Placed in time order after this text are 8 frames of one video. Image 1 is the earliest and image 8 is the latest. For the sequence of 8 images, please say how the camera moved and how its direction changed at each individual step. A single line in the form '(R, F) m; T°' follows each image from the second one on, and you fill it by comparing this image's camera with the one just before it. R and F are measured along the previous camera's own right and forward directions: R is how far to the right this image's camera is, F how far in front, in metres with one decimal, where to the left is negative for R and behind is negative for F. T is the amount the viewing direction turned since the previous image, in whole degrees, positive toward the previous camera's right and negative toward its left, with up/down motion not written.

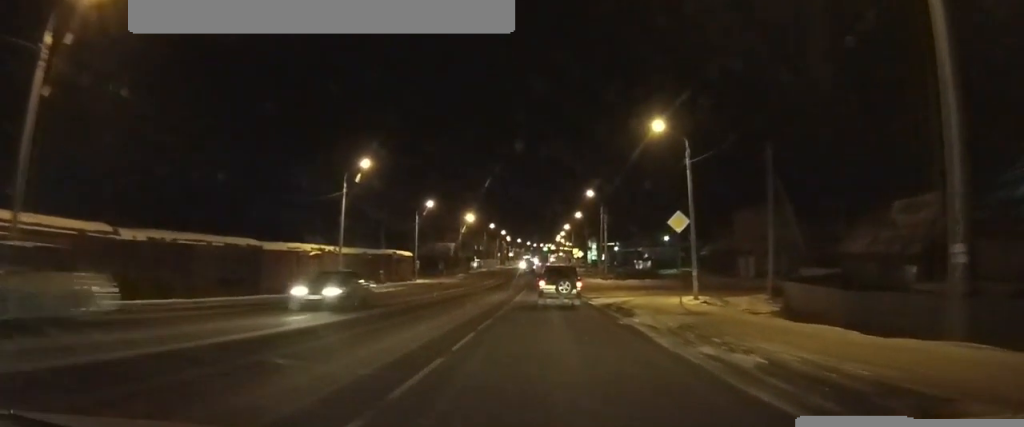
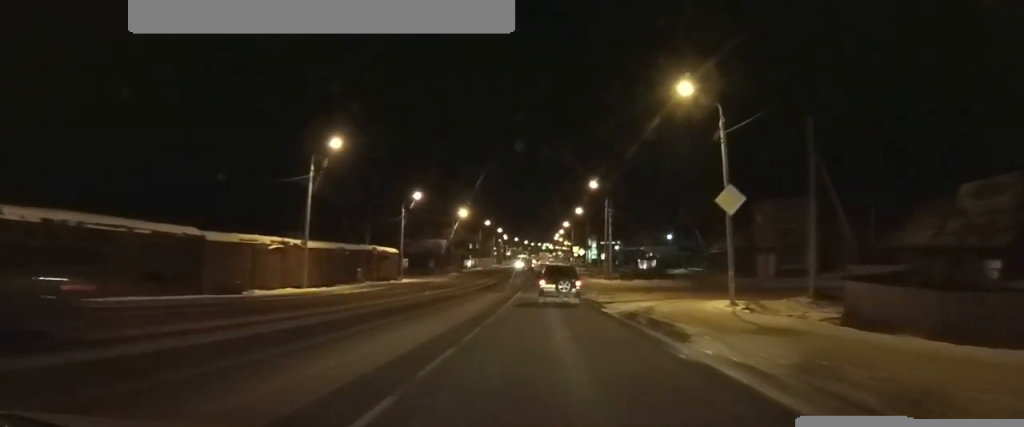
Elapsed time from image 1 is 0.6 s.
(0.0, +6.9) m; 0°
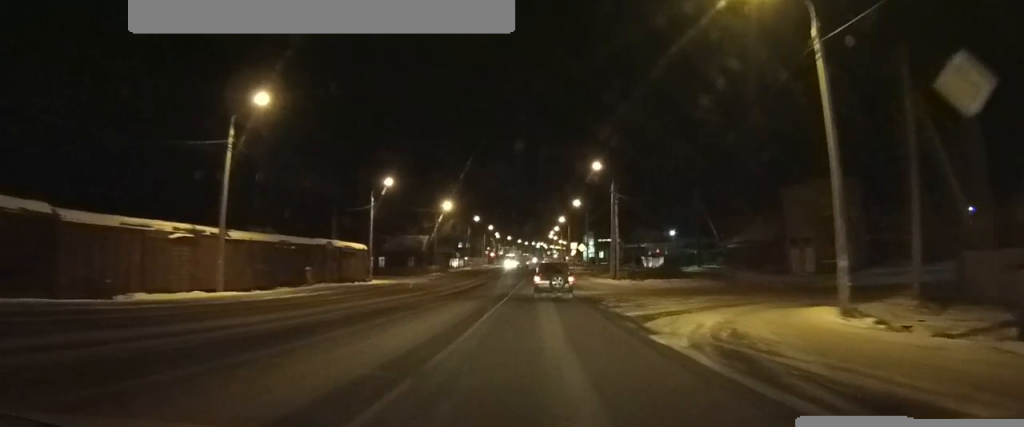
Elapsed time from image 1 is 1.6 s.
(0.0, +10.4) m; 0°
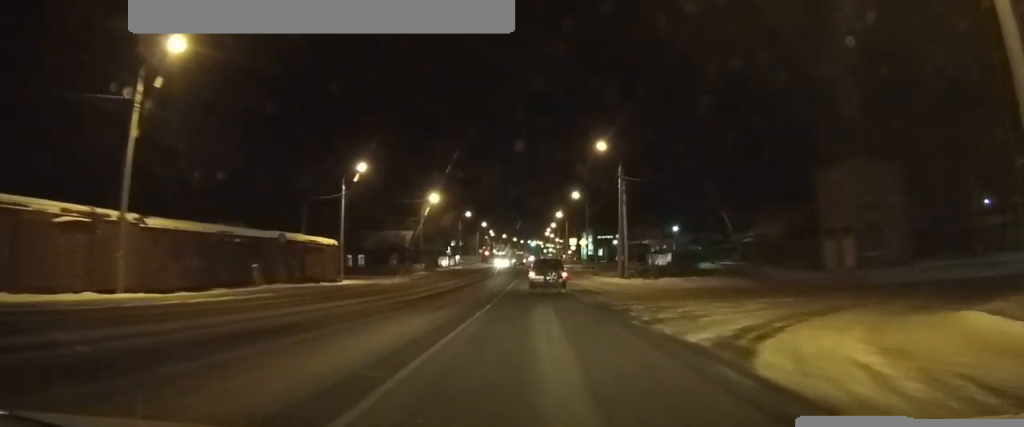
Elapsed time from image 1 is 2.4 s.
(+0.1, +8.3) m; +1°
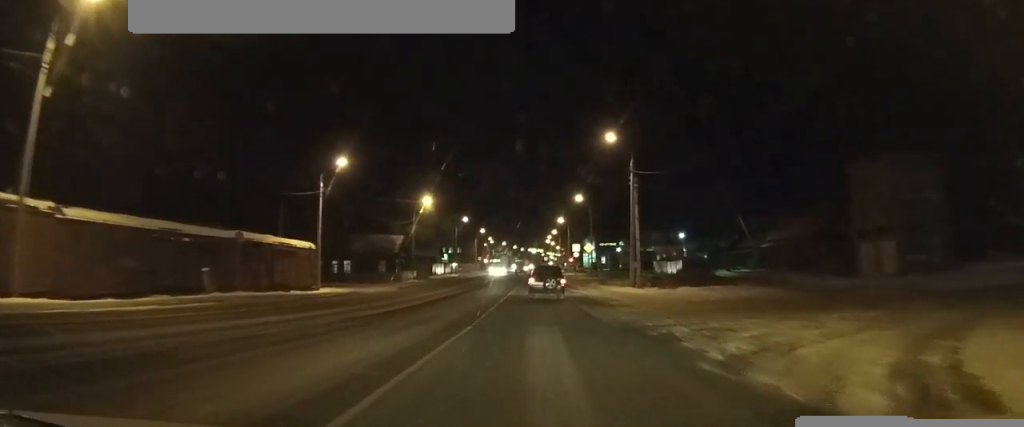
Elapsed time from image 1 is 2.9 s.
(0.0, +6.3) m; 0°
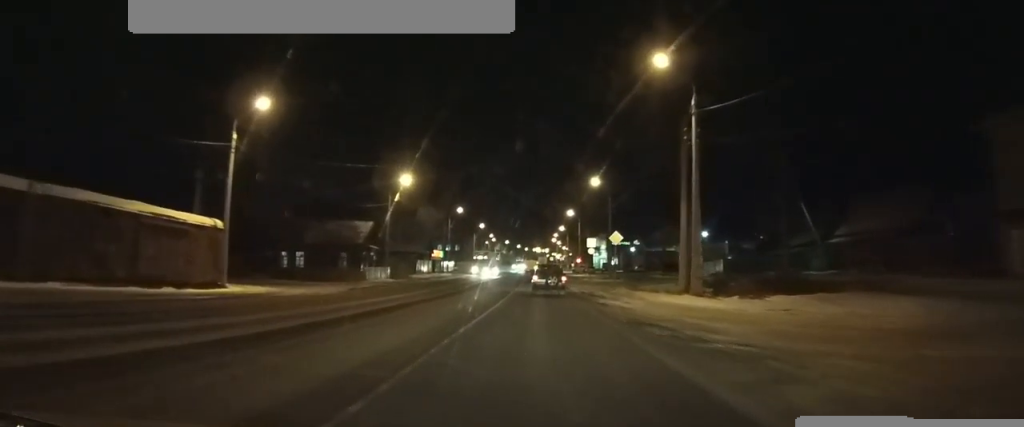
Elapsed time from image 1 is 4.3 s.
(+0.1, +17.6) m; 0°
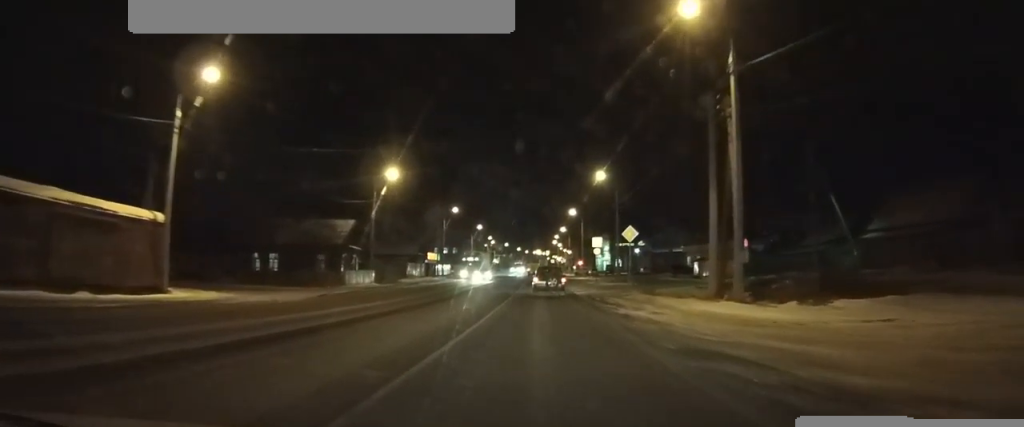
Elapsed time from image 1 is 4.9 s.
(0.0, +6.2) m; 0°
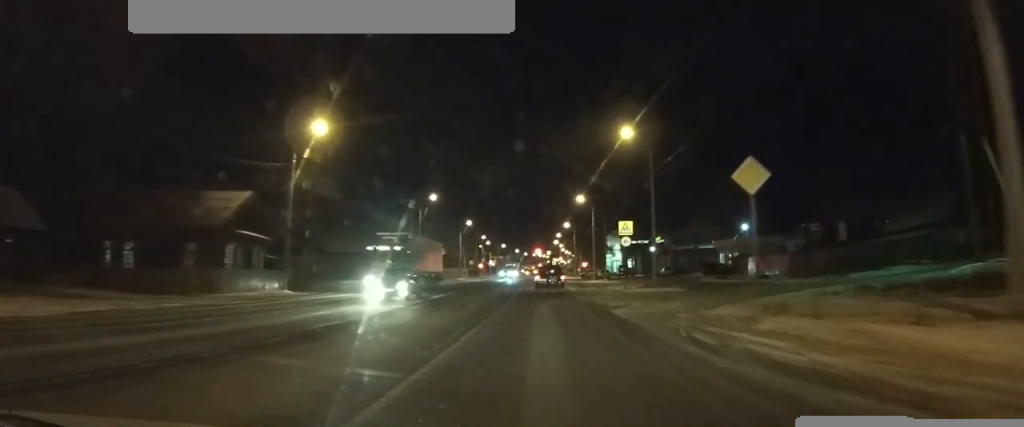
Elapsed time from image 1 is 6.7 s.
(+0.2, +19.2) m; +1°
